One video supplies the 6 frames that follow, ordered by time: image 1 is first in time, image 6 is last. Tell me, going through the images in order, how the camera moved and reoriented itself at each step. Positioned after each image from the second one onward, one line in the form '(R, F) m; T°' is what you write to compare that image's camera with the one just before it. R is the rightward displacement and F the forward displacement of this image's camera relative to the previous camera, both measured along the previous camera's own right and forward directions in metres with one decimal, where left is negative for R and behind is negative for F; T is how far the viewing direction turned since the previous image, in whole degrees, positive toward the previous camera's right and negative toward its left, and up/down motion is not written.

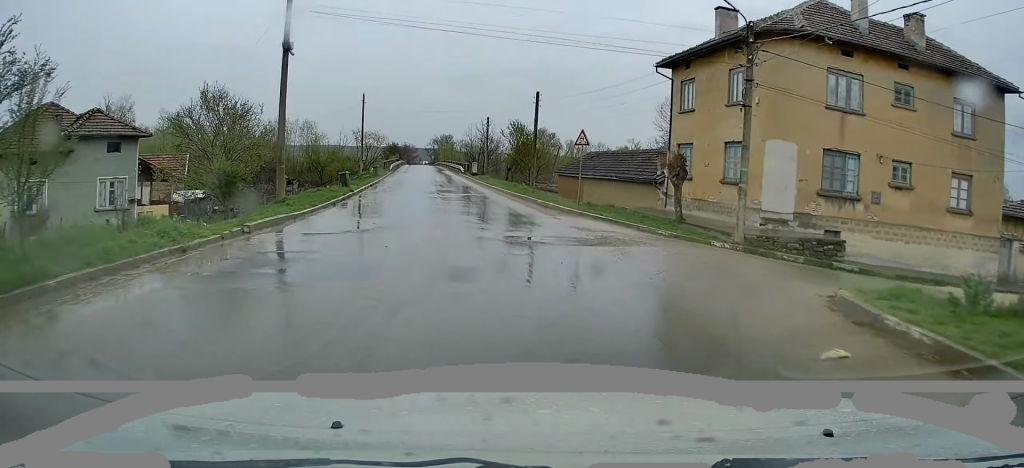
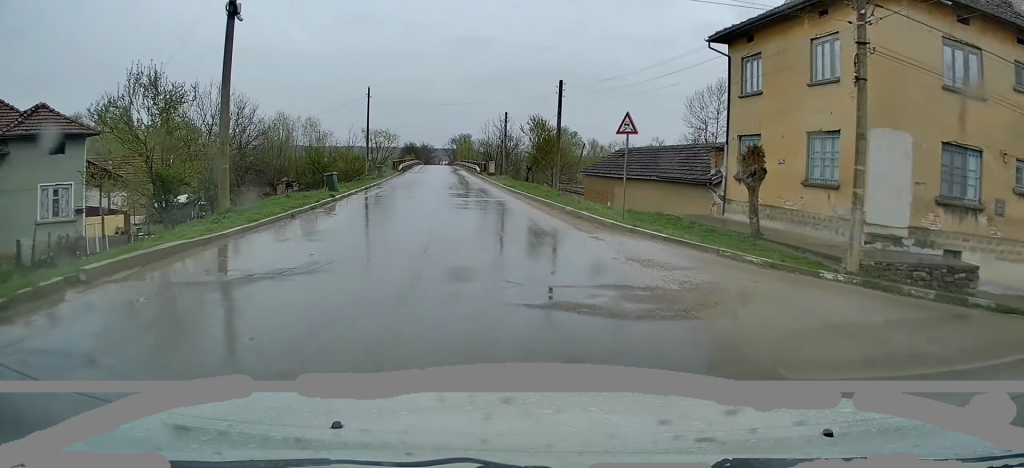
(-0.1, +6.0) m; -2°
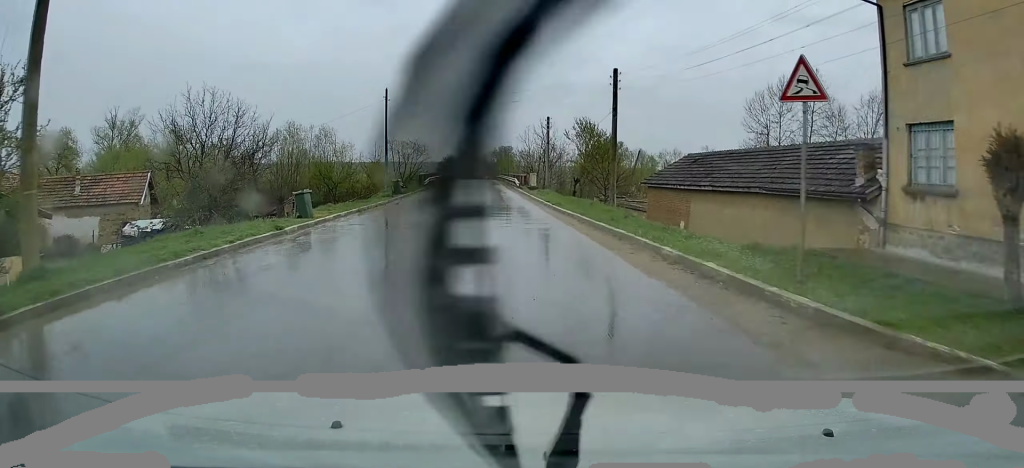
(-0.1, +8.9) m; -3°
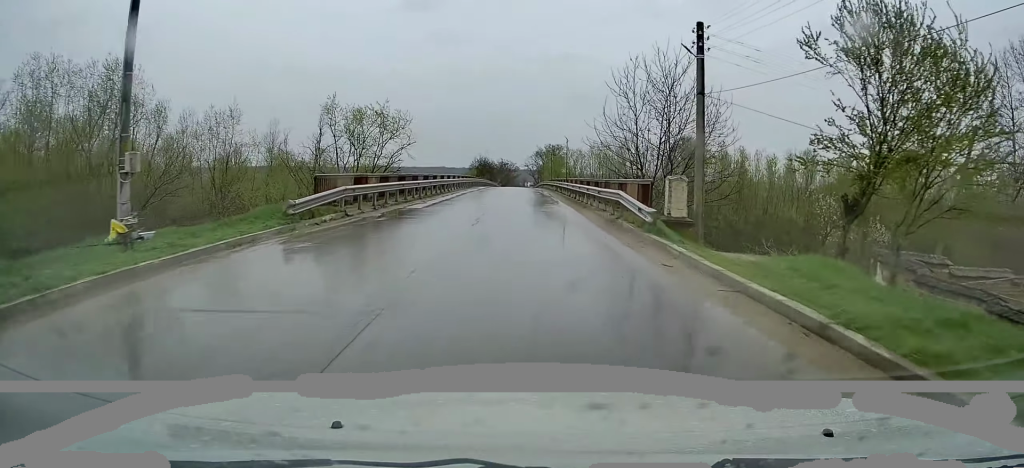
(-3.2, +39.5) m; -5°
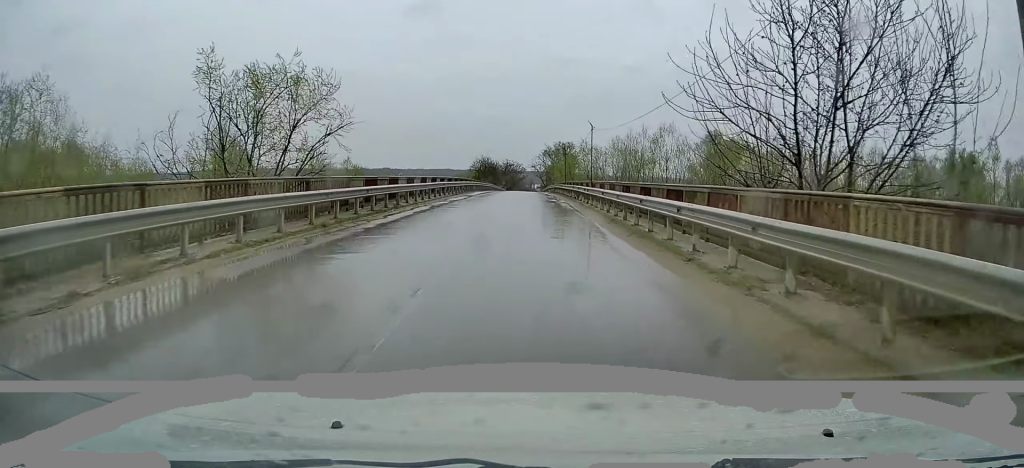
(+0.2, +15.4) m; +1°
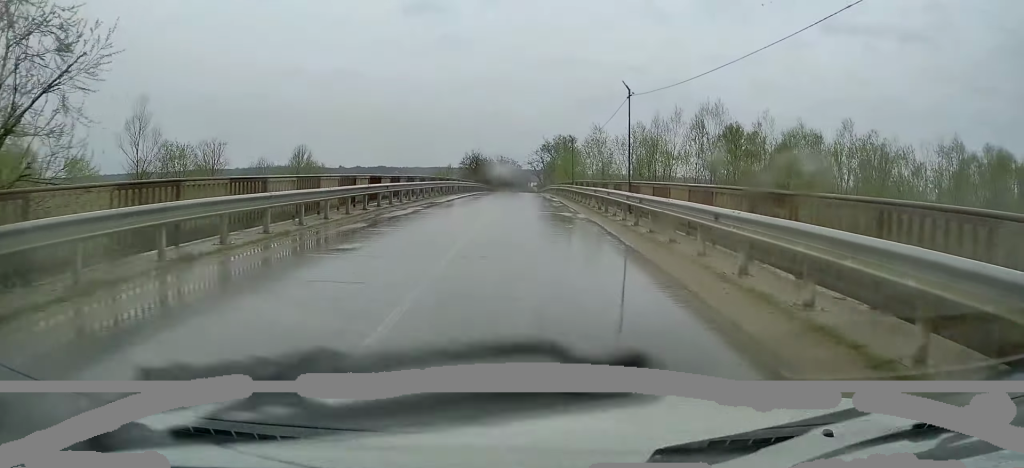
(-0.1, +14.6) m; 0°
